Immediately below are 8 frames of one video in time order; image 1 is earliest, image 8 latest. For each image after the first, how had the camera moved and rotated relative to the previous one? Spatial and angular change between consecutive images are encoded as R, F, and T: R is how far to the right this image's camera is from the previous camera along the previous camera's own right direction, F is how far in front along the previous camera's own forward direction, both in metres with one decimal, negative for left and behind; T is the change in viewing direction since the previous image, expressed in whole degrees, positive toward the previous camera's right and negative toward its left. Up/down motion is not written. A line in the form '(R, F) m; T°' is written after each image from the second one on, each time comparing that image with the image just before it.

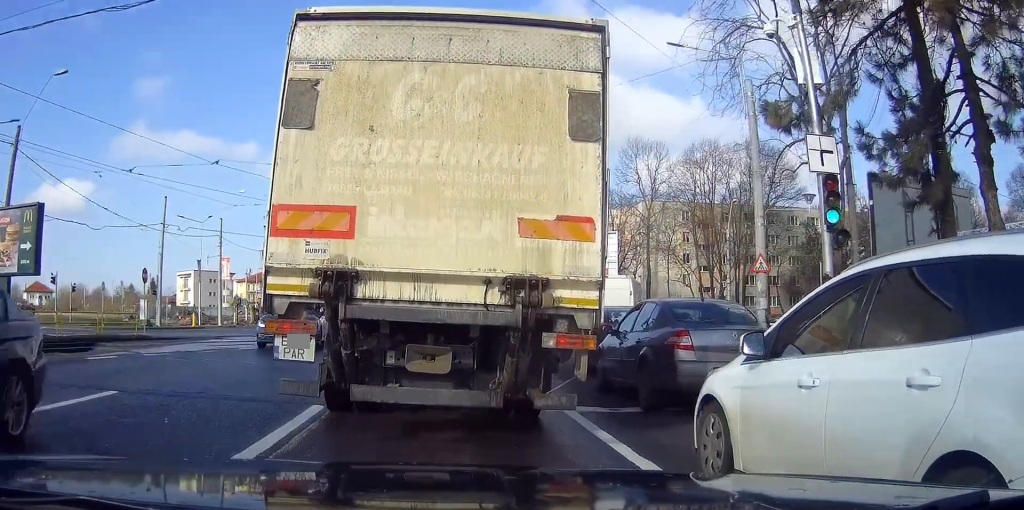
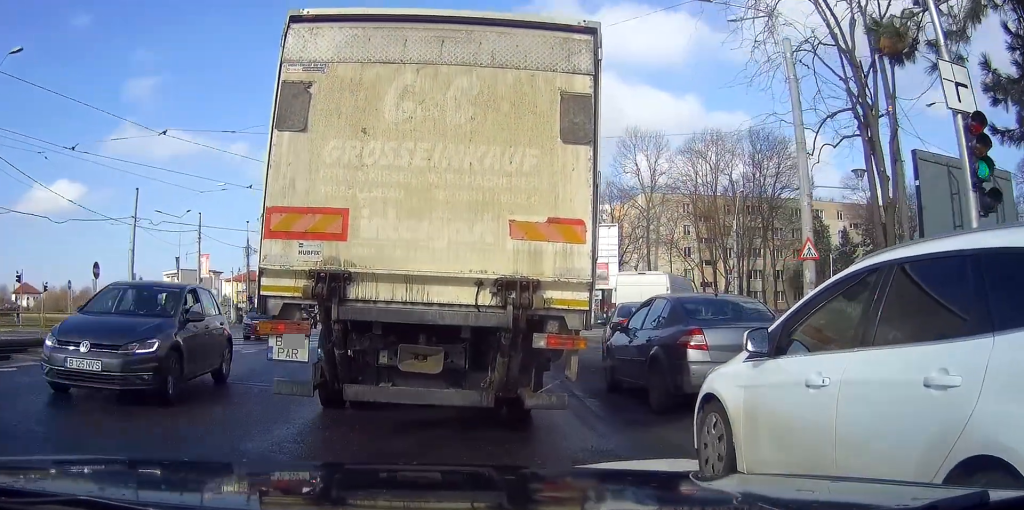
(0.0, +3.8) m; 0°
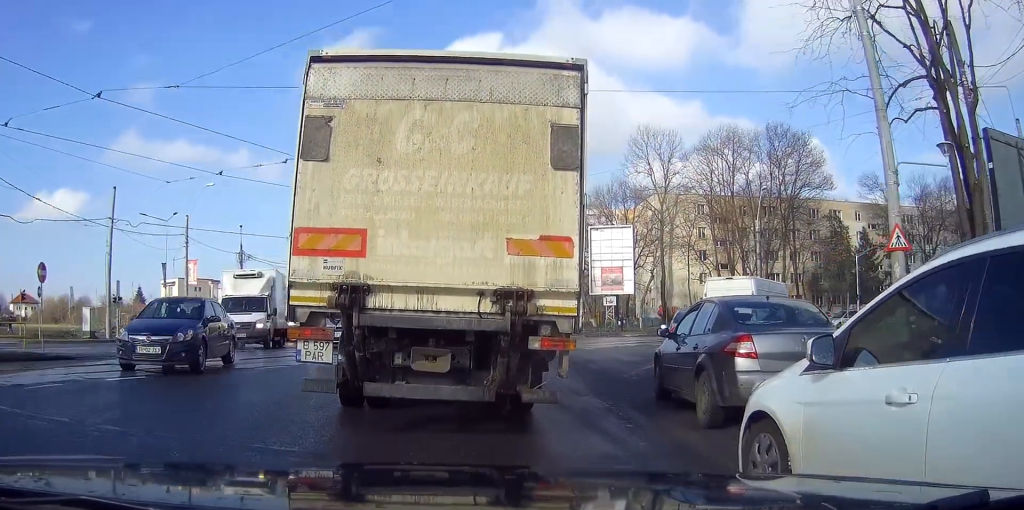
(0.0, +4.5) m; 0°
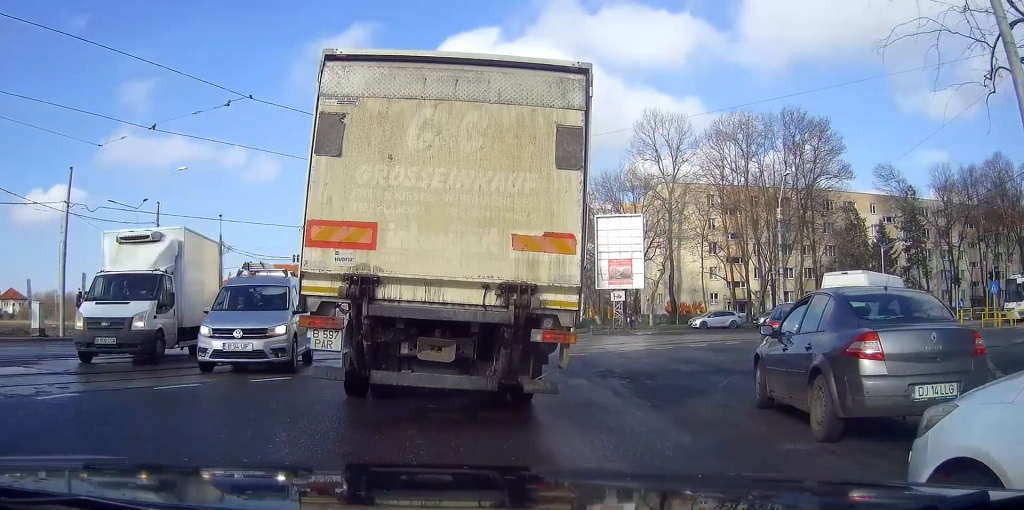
(0.0, +4.7) m; +1°
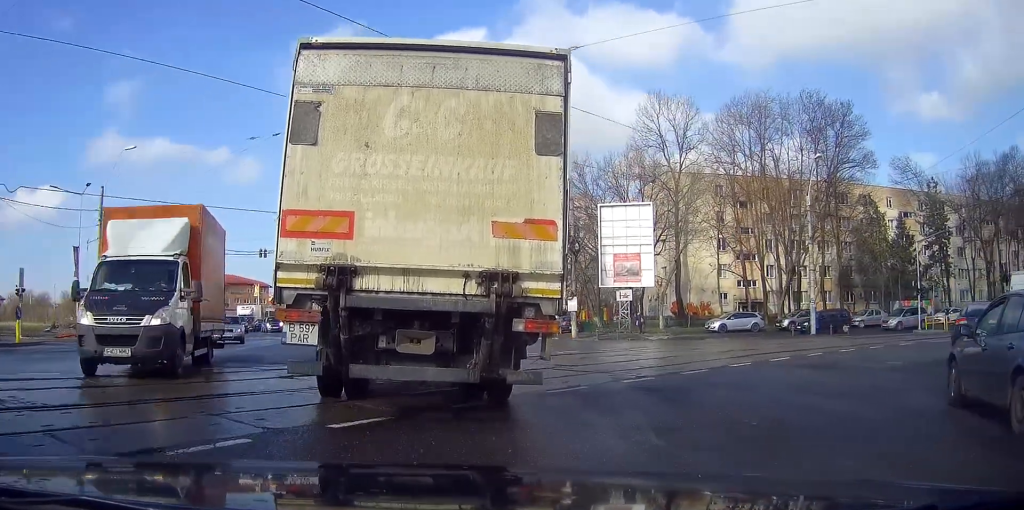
(-0.1, +6.9) m; 0°
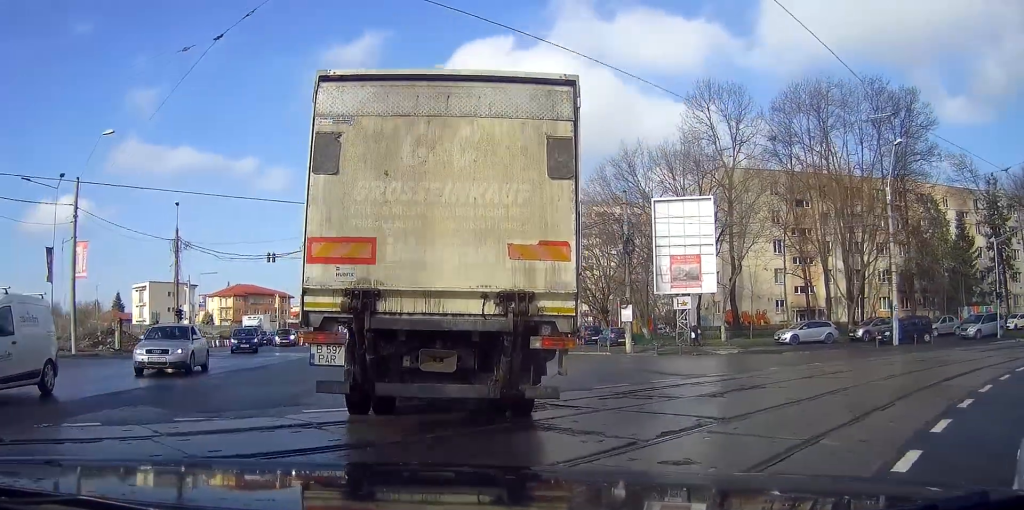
(+0.1, +7.2) m; 0°
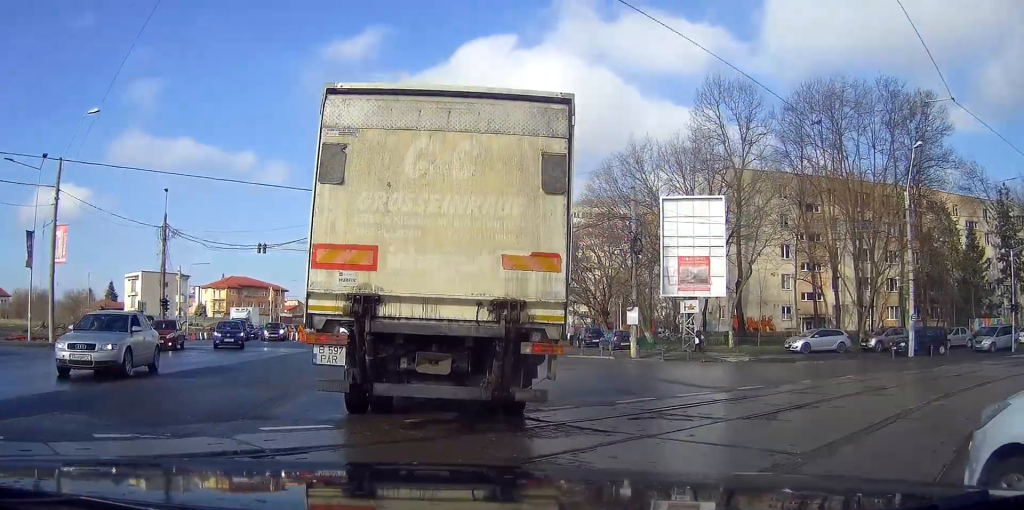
(-0.1, +2.3) m; -1°
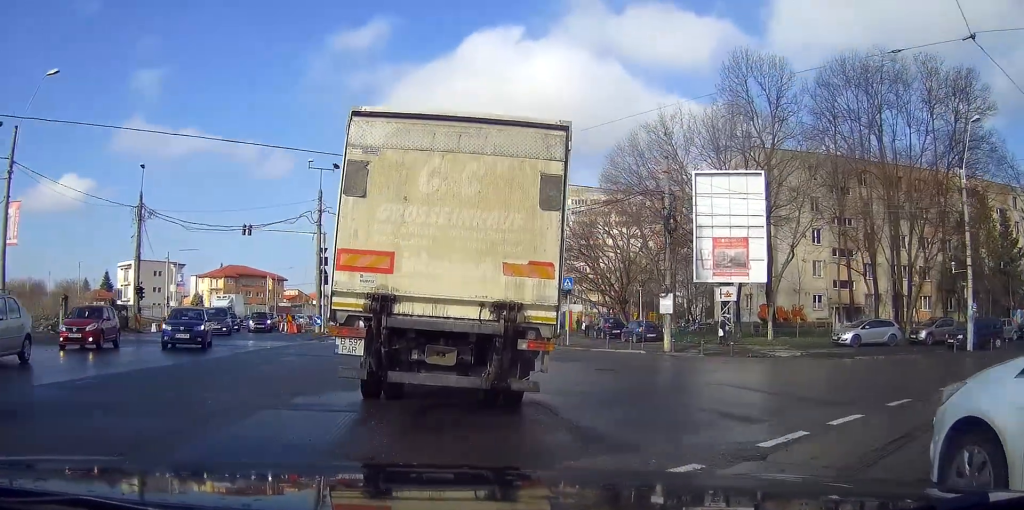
(-0.1, +5.5) m; -1°
